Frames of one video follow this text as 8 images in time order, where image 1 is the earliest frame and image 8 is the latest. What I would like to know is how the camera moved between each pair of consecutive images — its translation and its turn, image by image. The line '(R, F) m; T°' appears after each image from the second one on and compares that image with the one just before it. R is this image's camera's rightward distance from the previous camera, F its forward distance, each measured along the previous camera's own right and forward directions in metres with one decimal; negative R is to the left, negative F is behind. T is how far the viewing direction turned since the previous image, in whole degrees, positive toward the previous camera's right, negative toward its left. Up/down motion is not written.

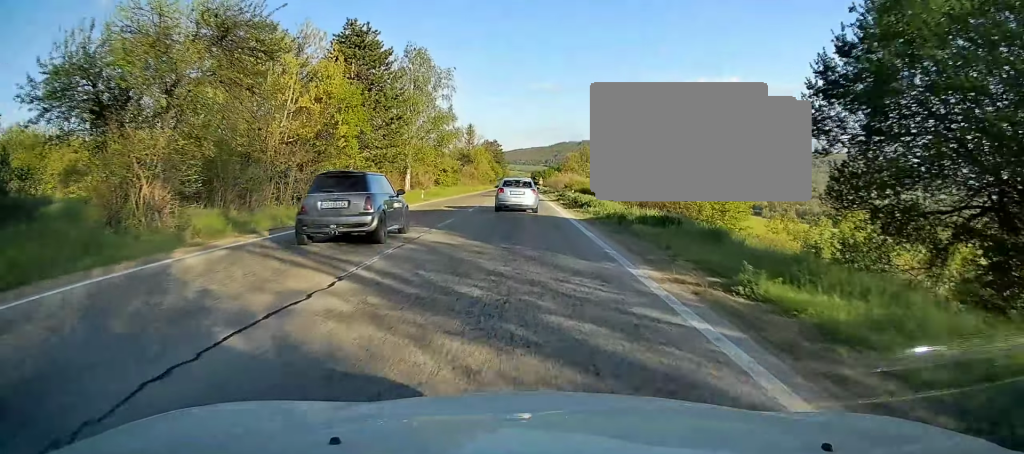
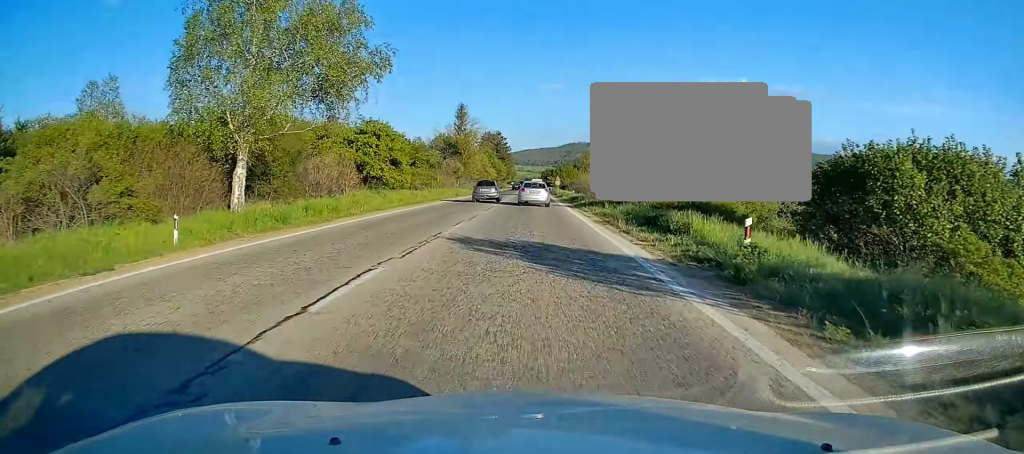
(+0.4, +38.1) m; +1°
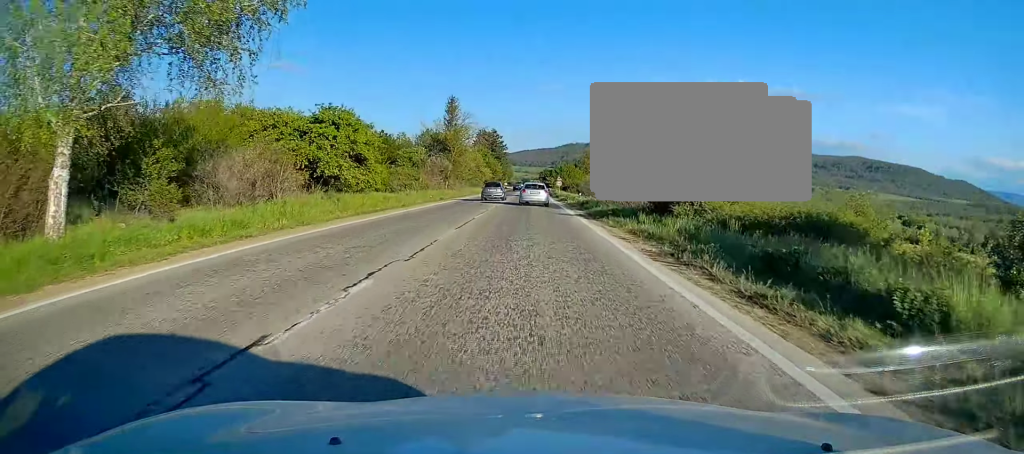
(0.0, +10.3) m; 0°
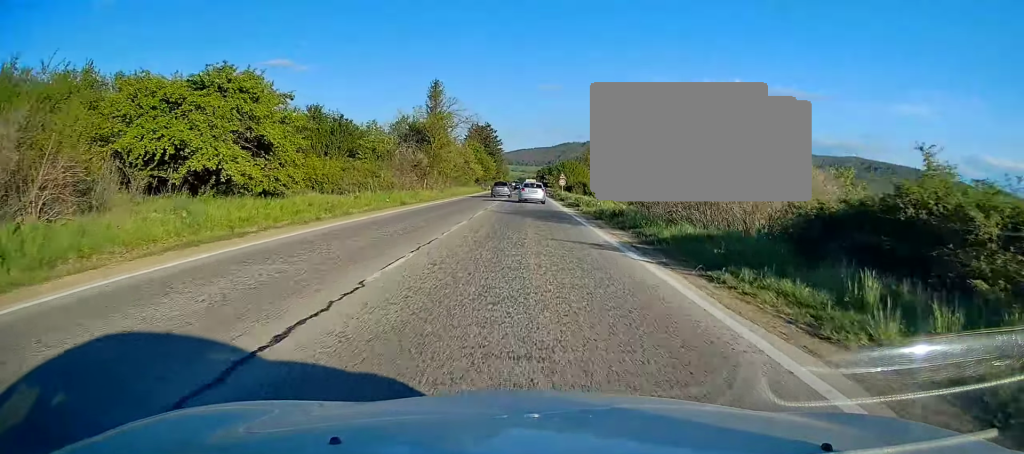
(0.0, +15.0) m; 0°
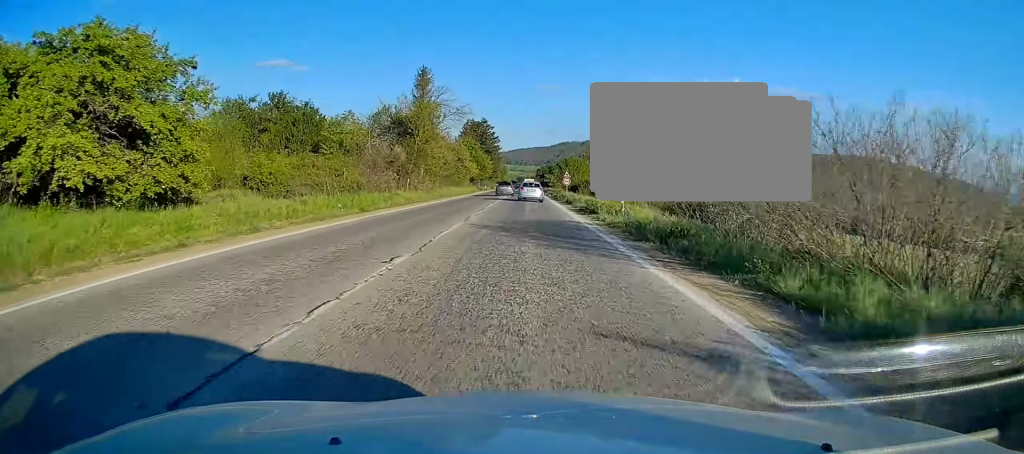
(0.0, +9.3) m; 0°
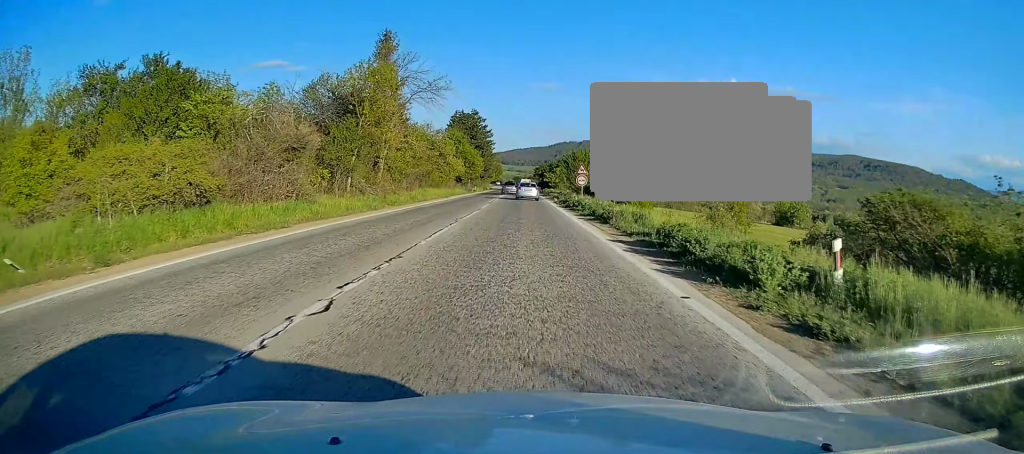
(-0.1, +18.7) m; 0°
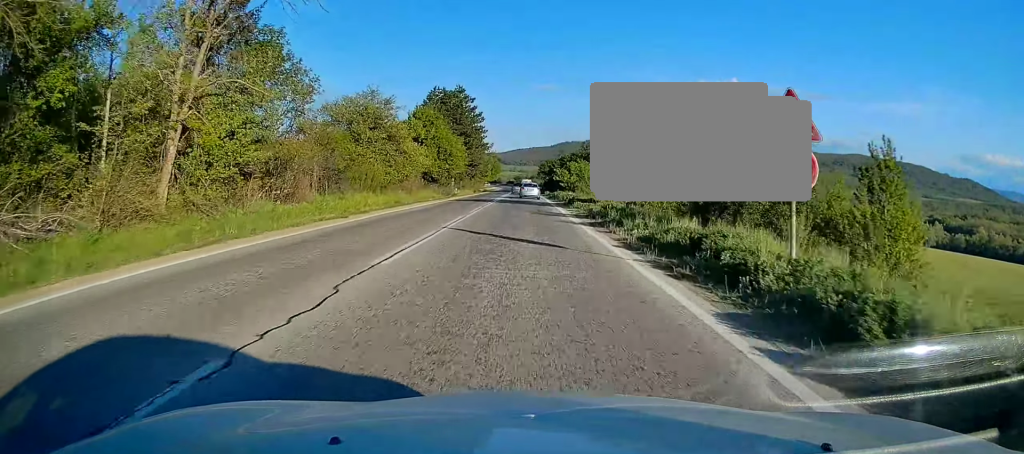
(-0.2, +32.2) m; 0°
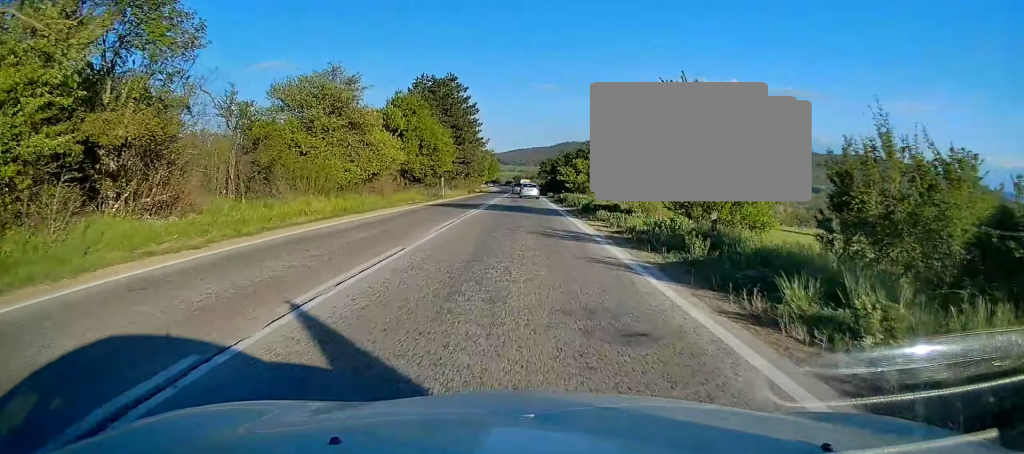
(+0.1, +11.3) m; 0°
